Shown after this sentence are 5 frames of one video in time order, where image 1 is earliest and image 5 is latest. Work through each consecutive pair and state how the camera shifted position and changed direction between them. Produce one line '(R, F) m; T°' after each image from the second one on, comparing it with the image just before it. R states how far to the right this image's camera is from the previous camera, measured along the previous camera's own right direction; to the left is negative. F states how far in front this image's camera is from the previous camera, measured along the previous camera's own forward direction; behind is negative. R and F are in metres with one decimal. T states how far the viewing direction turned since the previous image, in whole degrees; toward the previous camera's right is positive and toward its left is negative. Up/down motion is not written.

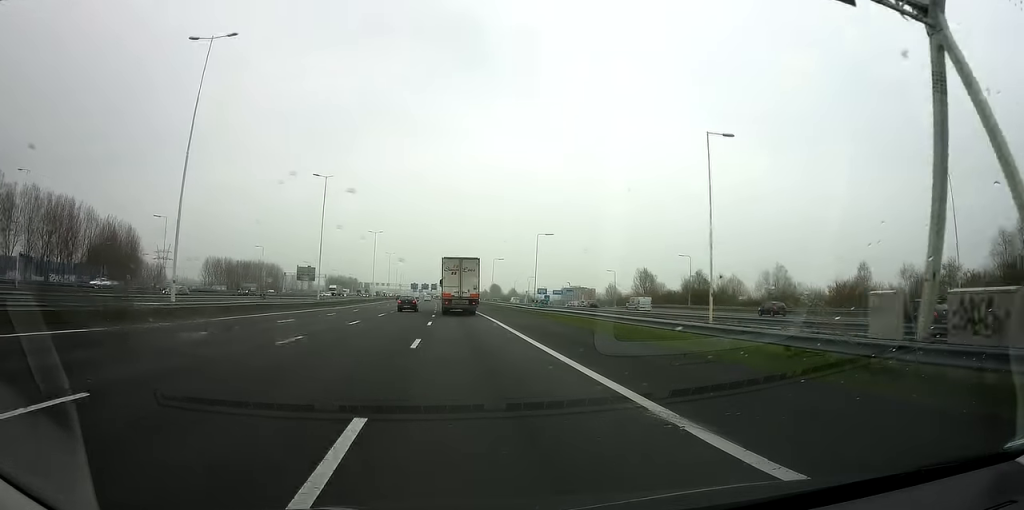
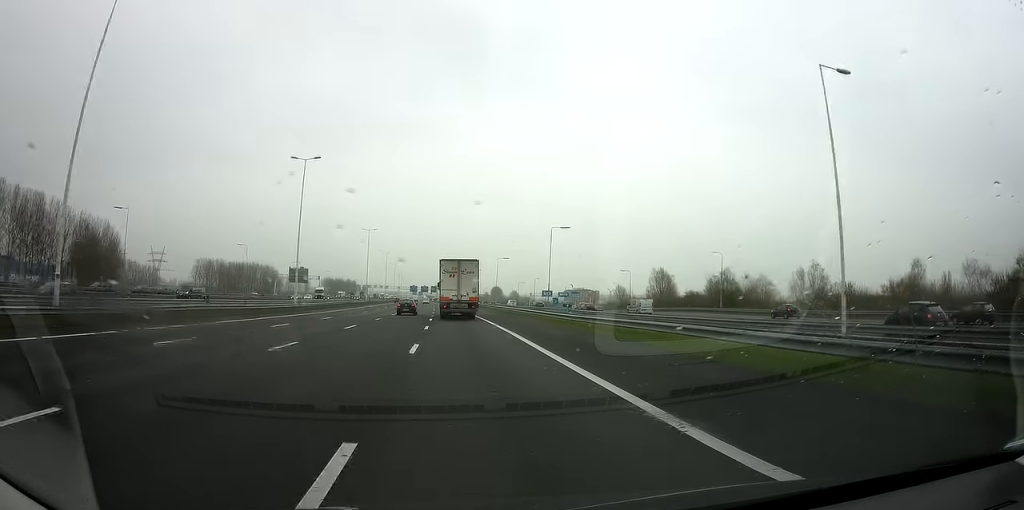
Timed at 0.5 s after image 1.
(-0.3, +12.6) m; 0°
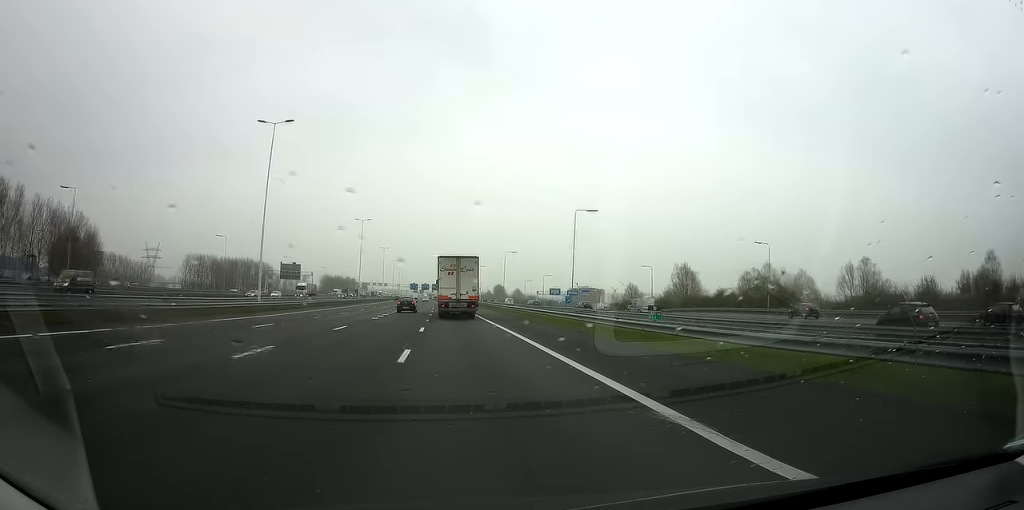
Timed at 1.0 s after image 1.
(-0.2, +14.4) m; 0°
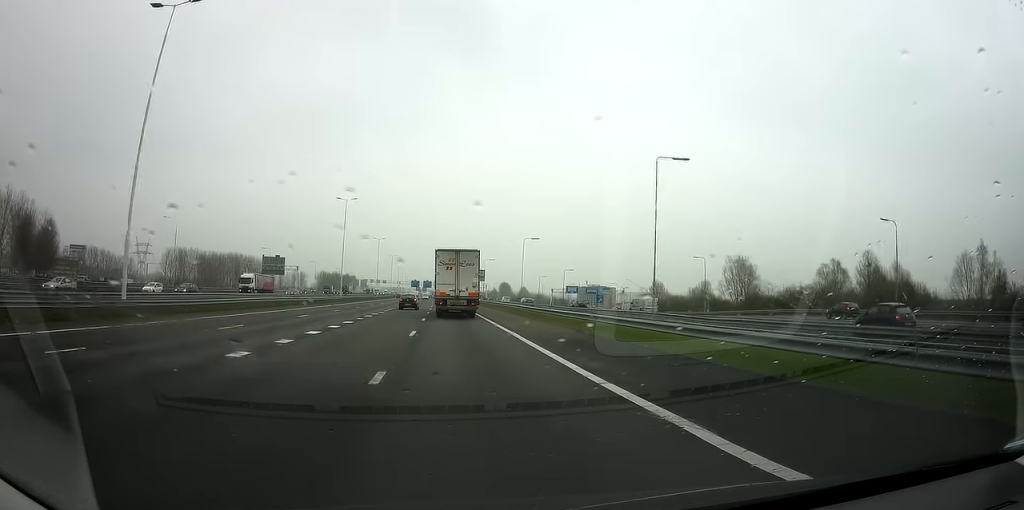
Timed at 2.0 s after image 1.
(+0.4, +25.6) m; 0°
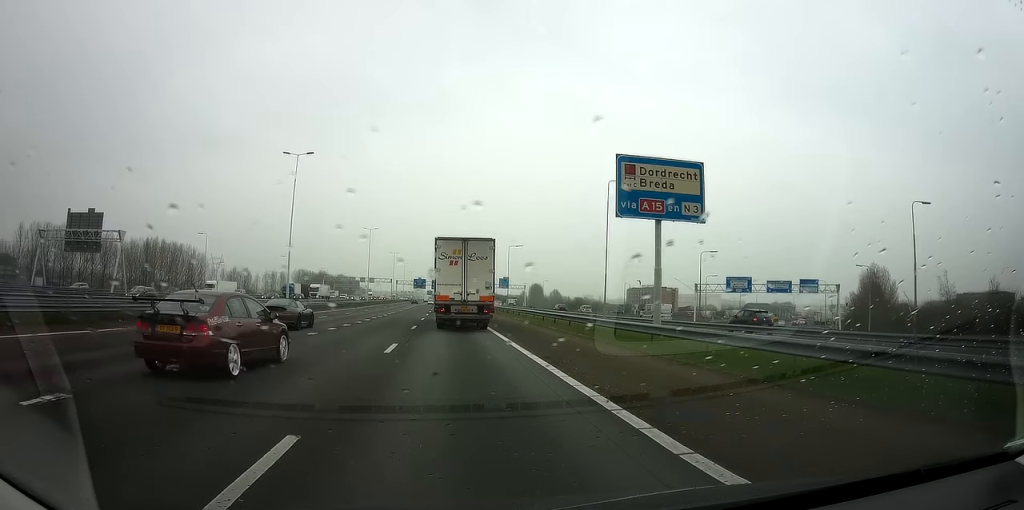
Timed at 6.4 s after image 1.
(-2.7, +113.1) m; -2°
